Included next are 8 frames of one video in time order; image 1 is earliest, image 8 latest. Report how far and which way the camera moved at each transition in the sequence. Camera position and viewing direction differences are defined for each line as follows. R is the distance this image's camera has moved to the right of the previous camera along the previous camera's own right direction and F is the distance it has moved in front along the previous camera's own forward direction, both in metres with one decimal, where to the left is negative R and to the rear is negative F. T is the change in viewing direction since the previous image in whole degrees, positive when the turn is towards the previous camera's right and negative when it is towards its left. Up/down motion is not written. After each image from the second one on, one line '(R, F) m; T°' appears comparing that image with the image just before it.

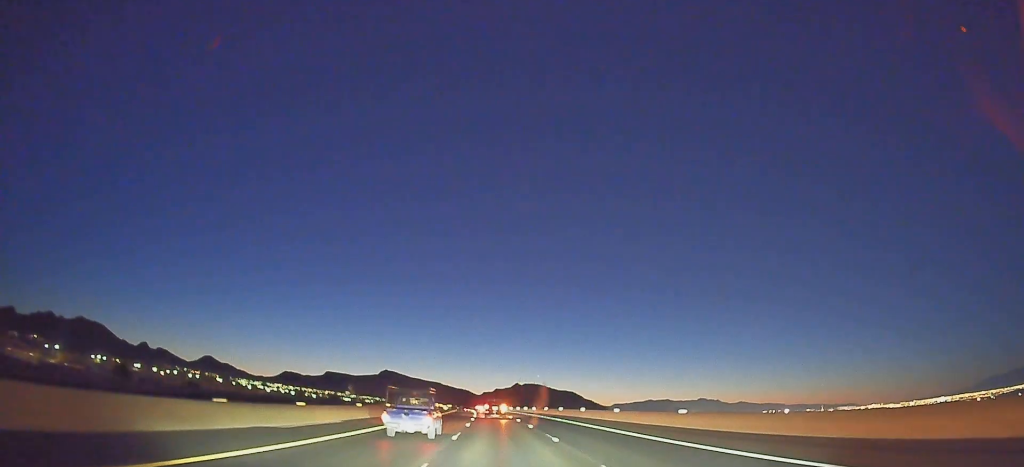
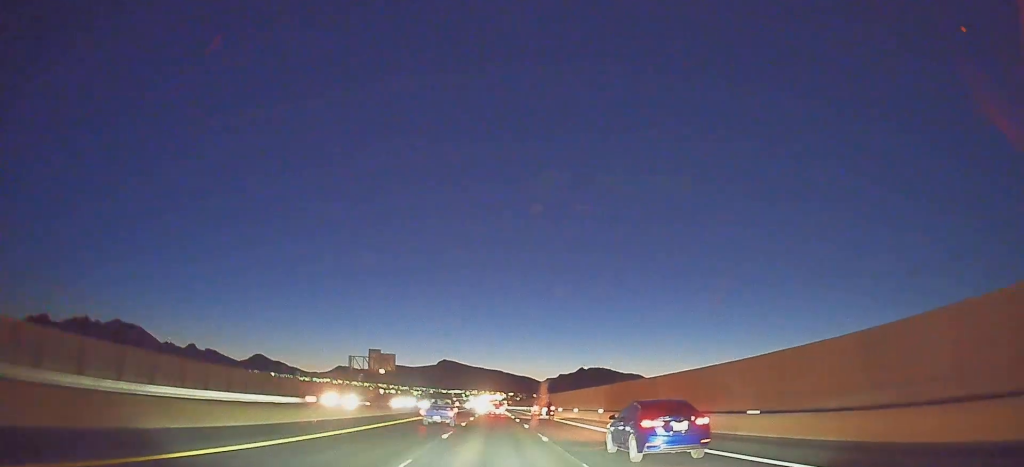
(-12.1, +237.5) m; -6°
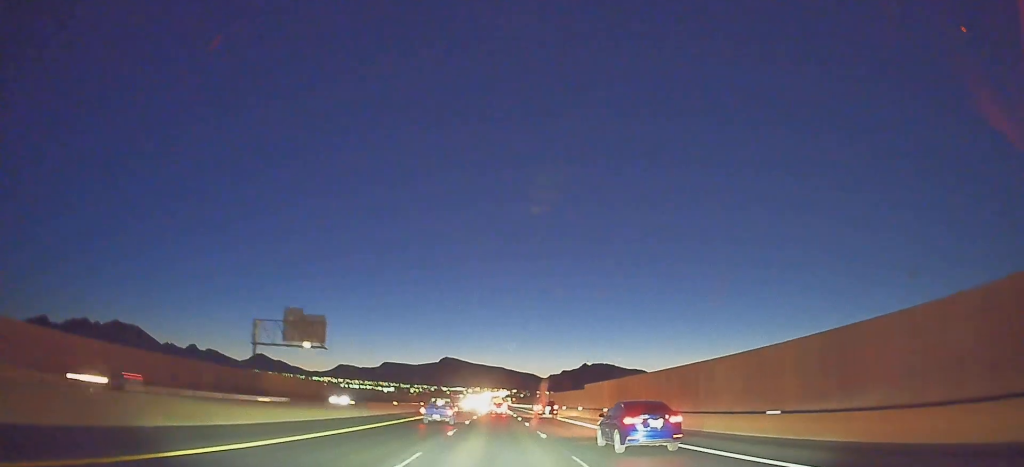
(-1.2, +46.0) m; -1°
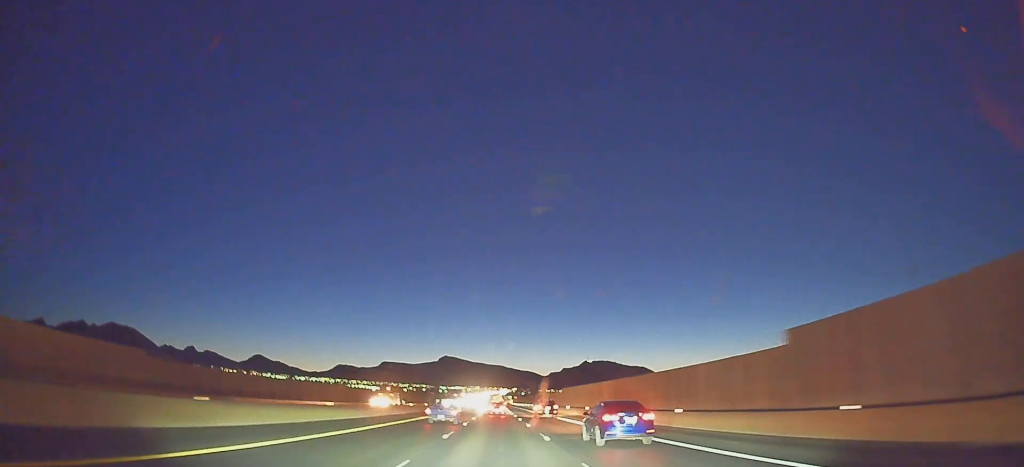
(0.0, +48.9) m; 0°
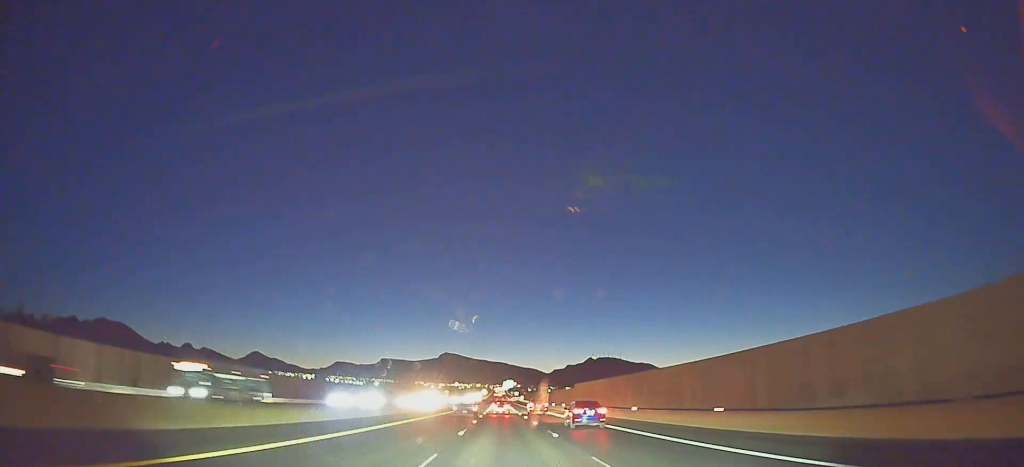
(+1.7, +154.7) m; +1°
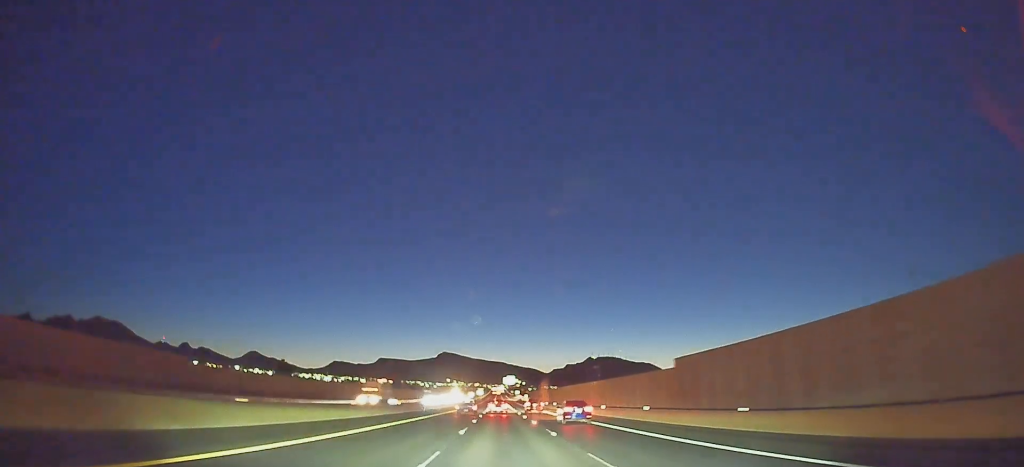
(-0.1, +48.5) m; 0°
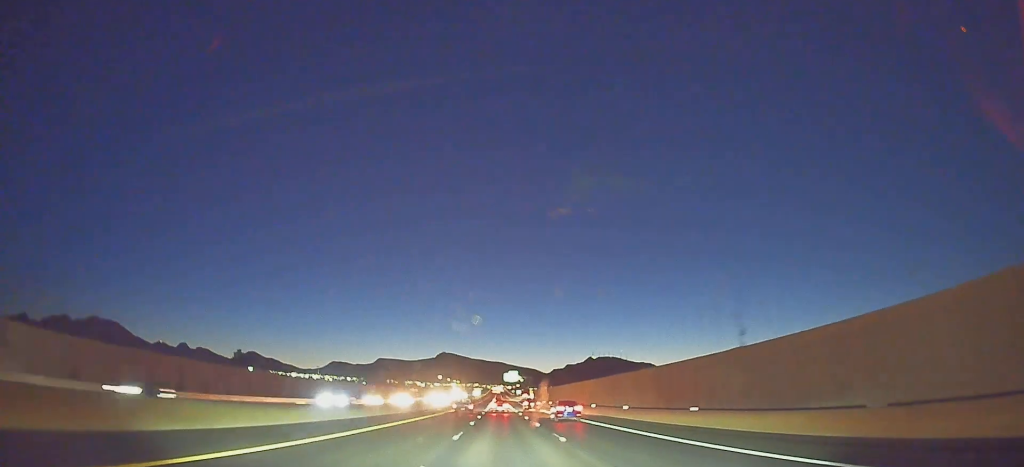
(0.0, +40.3) m; 0°
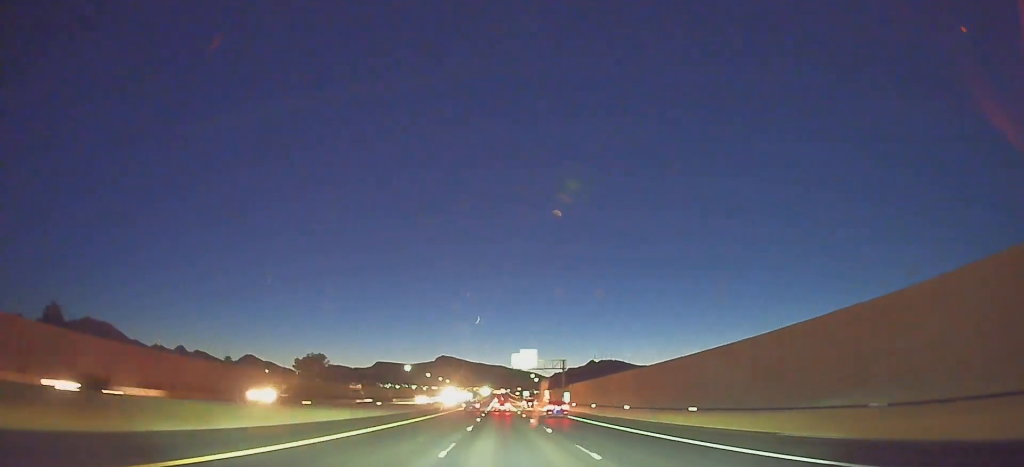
(+0.1, +93.2) m; 0°
